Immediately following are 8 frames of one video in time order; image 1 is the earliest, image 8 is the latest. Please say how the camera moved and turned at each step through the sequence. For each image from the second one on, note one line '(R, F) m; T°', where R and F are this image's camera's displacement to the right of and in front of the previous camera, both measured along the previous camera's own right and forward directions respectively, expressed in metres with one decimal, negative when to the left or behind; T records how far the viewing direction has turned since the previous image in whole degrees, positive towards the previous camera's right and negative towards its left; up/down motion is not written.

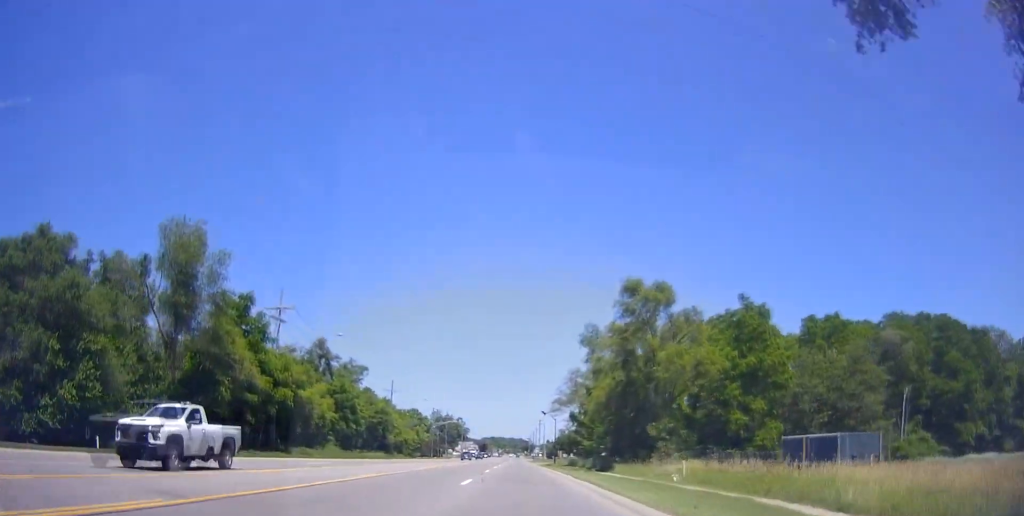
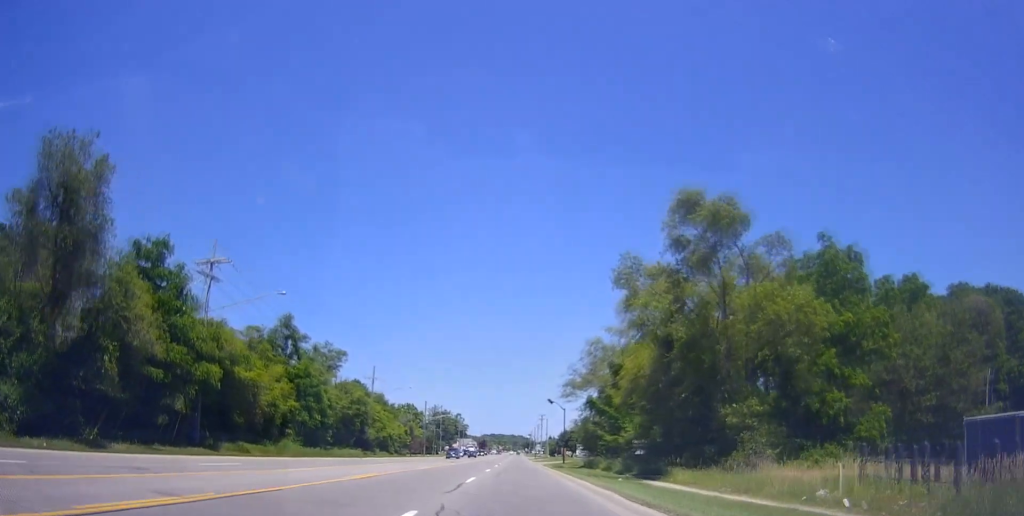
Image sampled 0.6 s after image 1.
(+0.7, +13.6) m; 0°
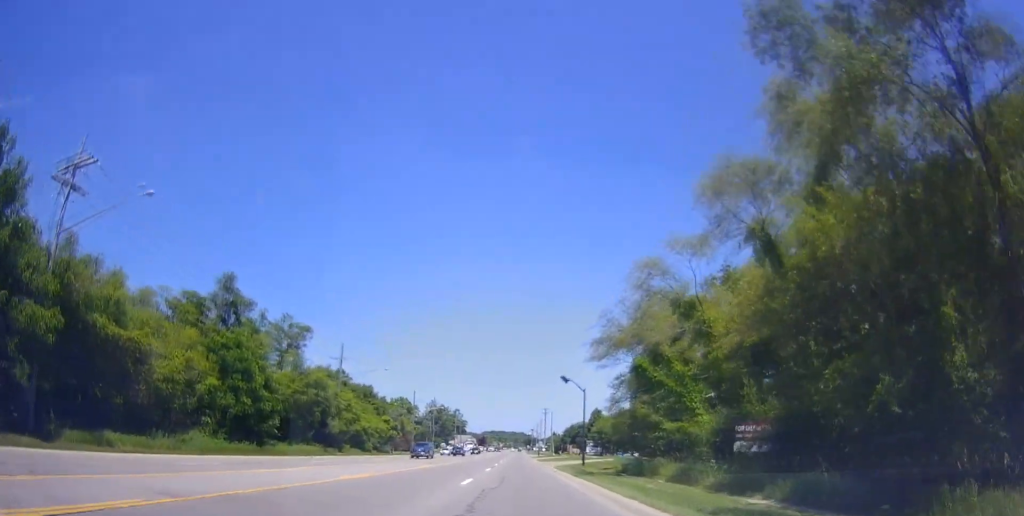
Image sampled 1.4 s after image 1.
(-0.9, +17.1) m; -4°
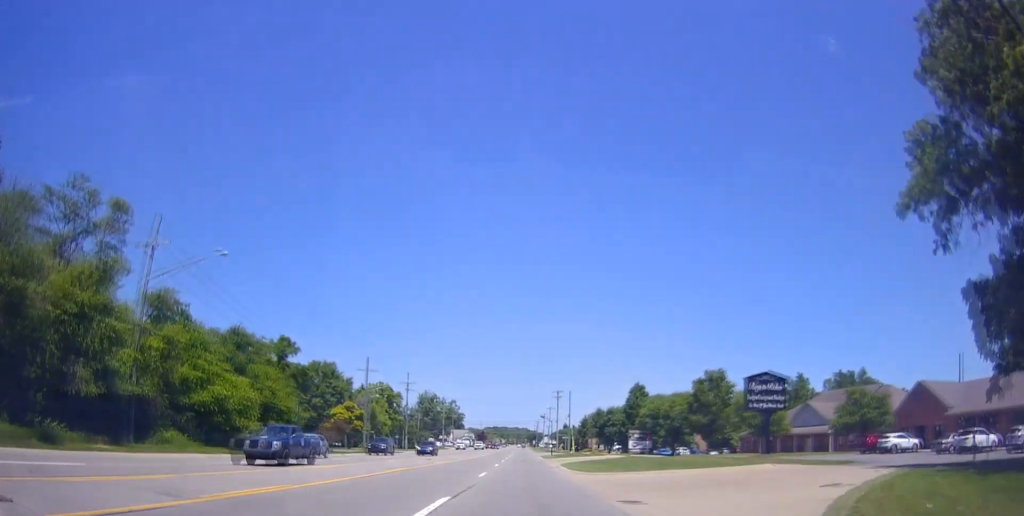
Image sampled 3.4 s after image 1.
(+2.0, +41.0) m; +4°
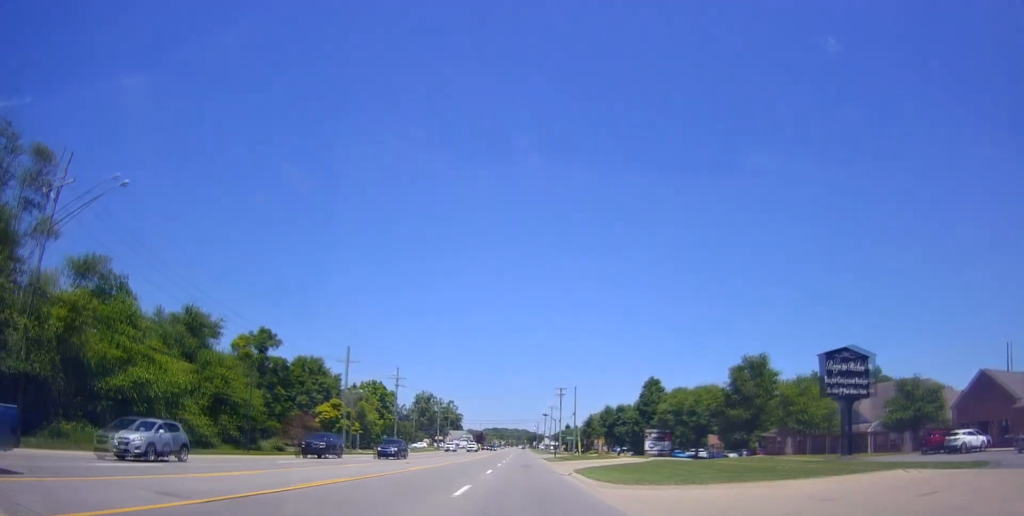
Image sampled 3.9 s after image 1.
(-0.3, +9.7) m; -1°
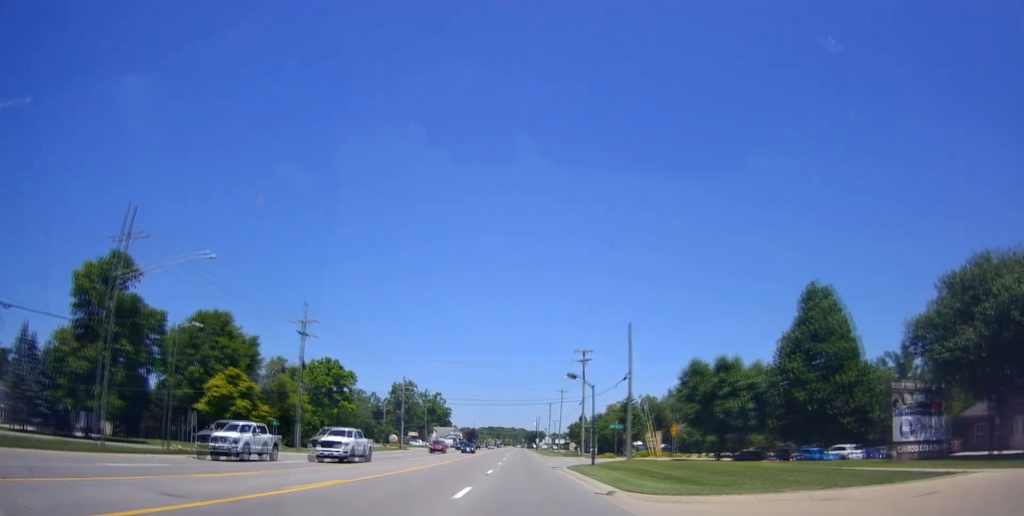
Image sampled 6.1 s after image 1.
(-1.5, +46.0) m; -2°
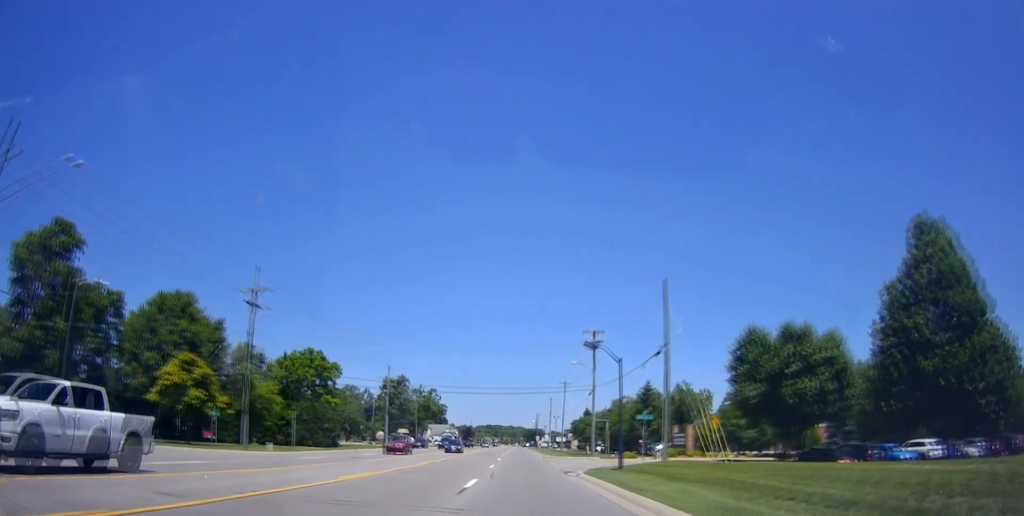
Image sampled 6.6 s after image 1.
(-0.1, +11.8) m; 0°
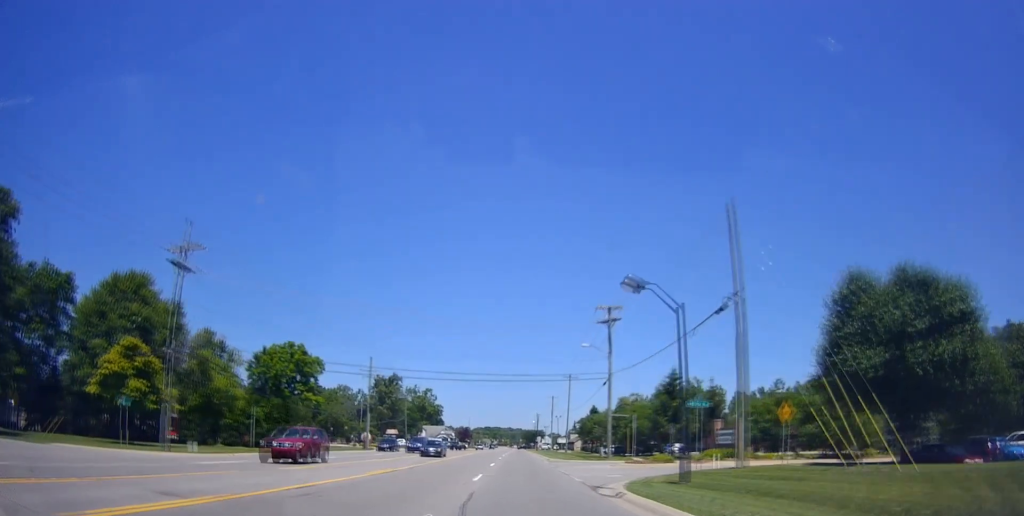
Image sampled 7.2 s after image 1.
(+0.1, +11.8) m; 0°
